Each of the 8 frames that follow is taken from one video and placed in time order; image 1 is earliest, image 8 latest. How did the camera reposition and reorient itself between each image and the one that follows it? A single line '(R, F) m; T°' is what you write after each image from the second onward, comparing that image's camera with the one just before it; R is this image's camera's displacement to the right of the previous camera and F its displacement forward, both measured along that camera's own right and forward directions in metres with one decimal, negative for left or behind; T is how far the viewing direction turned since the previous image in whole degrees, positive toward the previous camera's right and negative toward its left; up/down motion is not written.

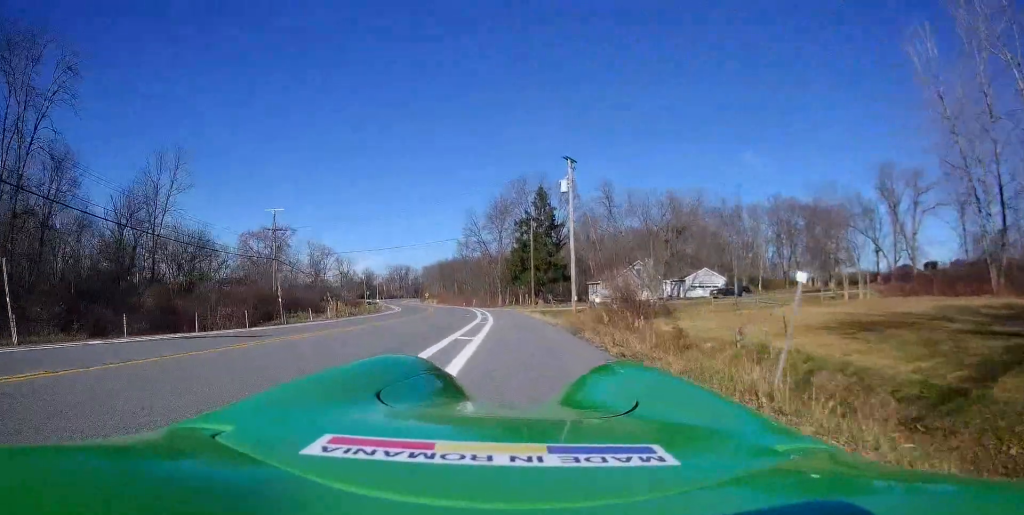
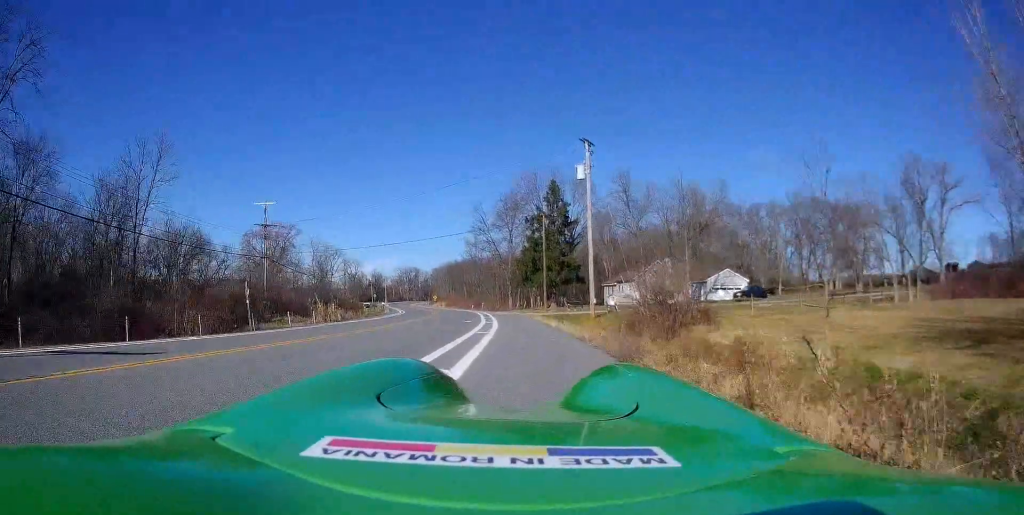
(-0.1, +4.9) m; 0°
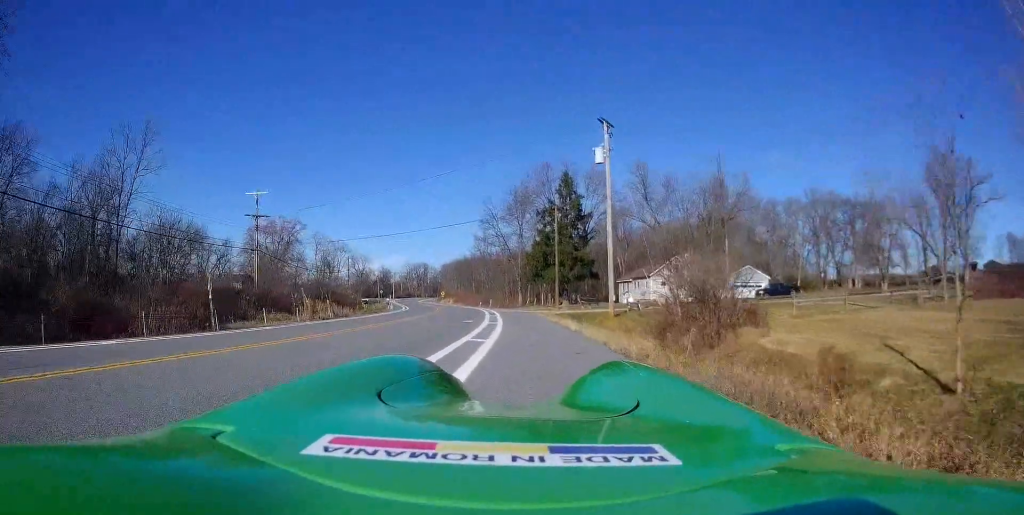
(+0.3, +4.3) m; 0°
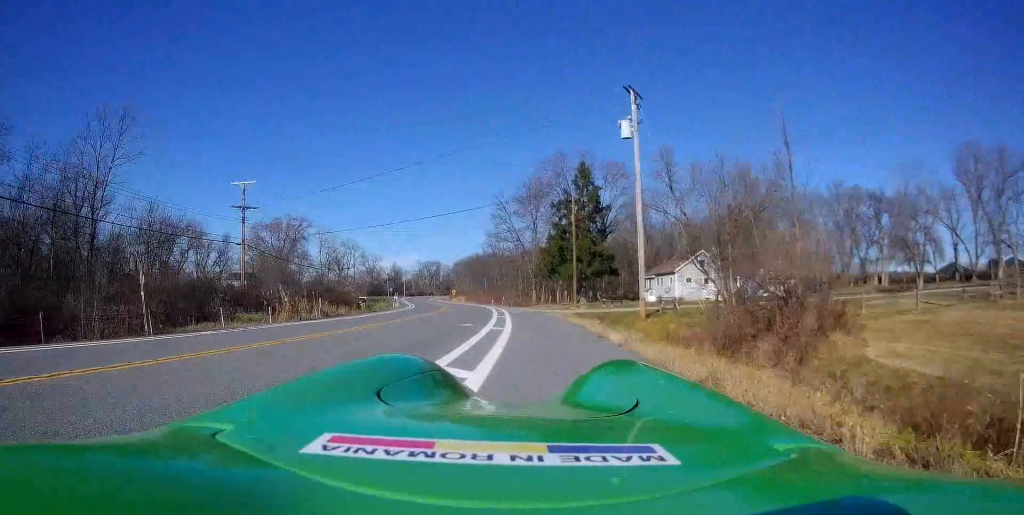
(-0.2, +5.2) m; -1°
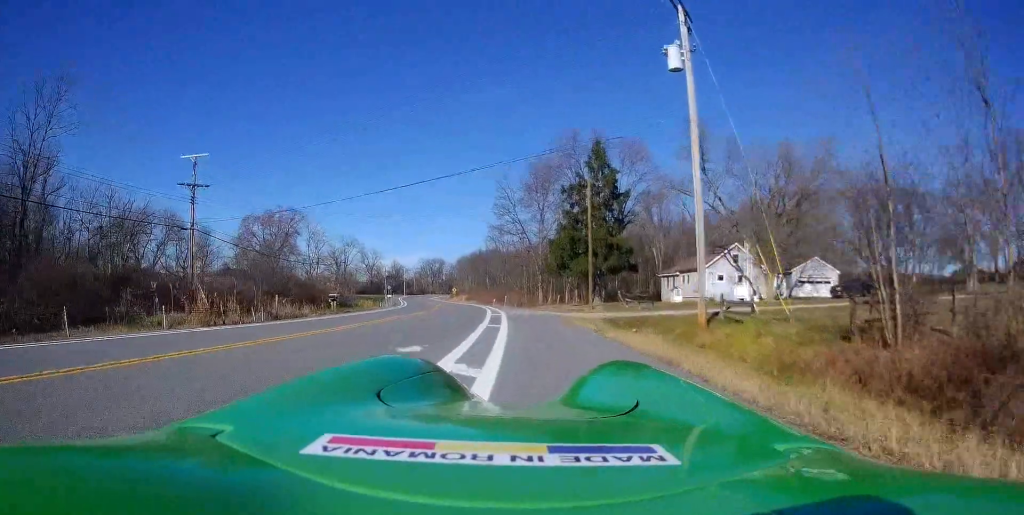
(-0.2, +8.9) m; -1°
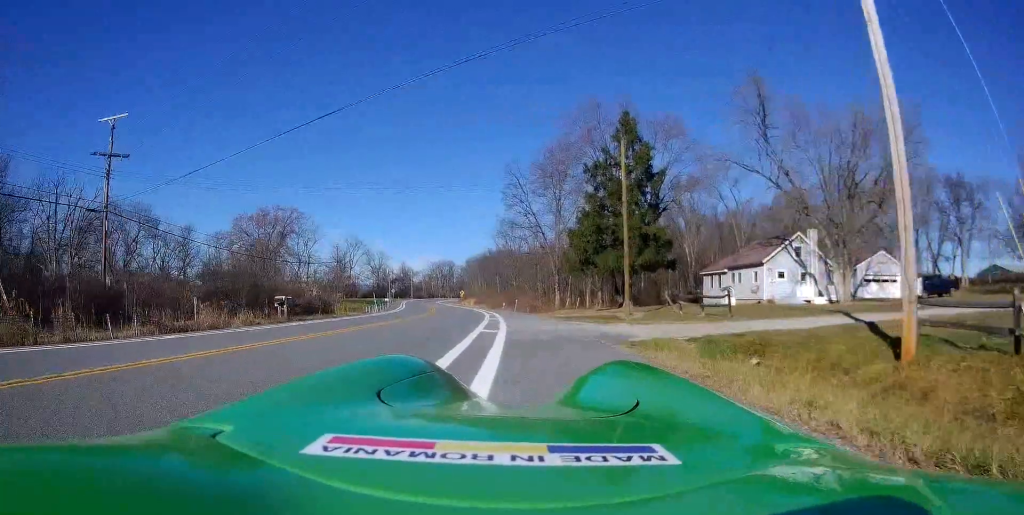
(-0.1, +11.0) m; 0°
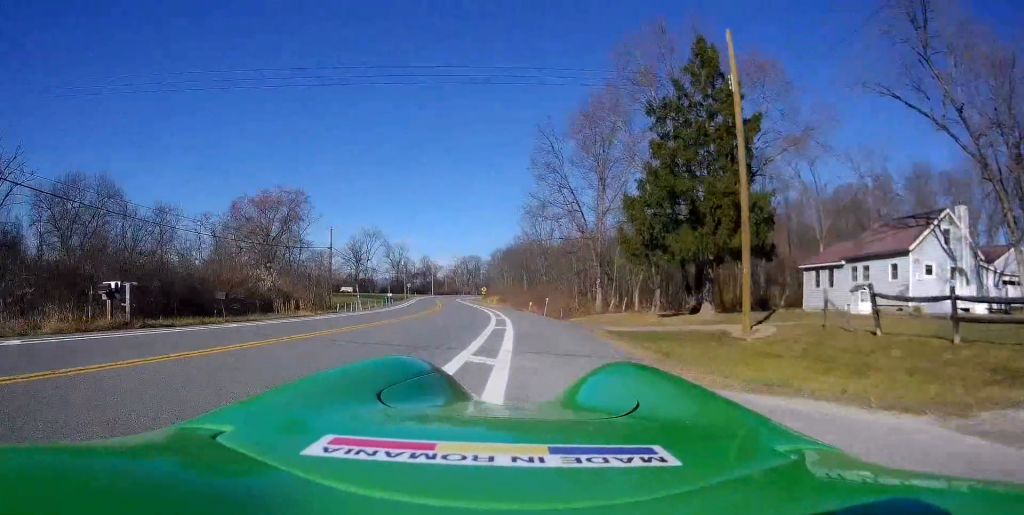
(-1.0, +14.4) m; -7°
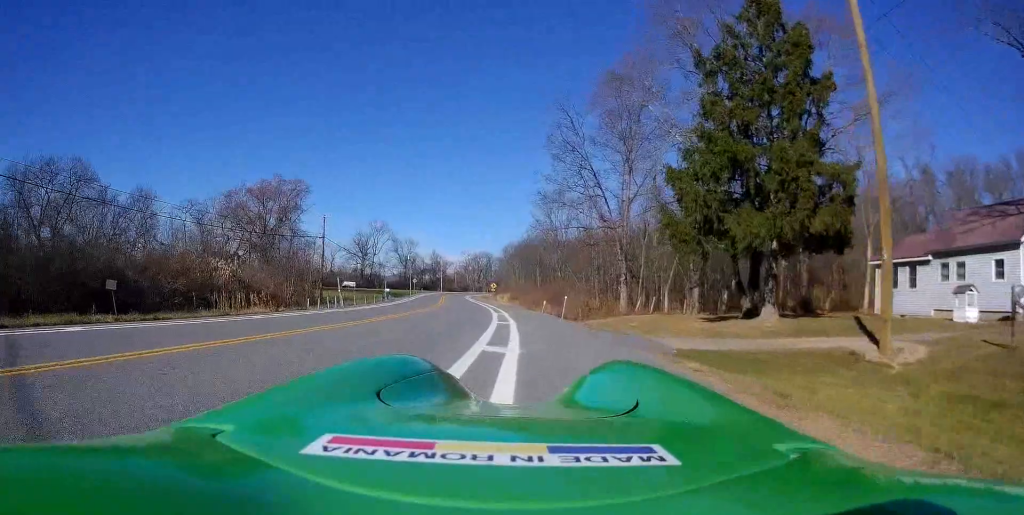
(+0.3, +7.3) m; +1°
